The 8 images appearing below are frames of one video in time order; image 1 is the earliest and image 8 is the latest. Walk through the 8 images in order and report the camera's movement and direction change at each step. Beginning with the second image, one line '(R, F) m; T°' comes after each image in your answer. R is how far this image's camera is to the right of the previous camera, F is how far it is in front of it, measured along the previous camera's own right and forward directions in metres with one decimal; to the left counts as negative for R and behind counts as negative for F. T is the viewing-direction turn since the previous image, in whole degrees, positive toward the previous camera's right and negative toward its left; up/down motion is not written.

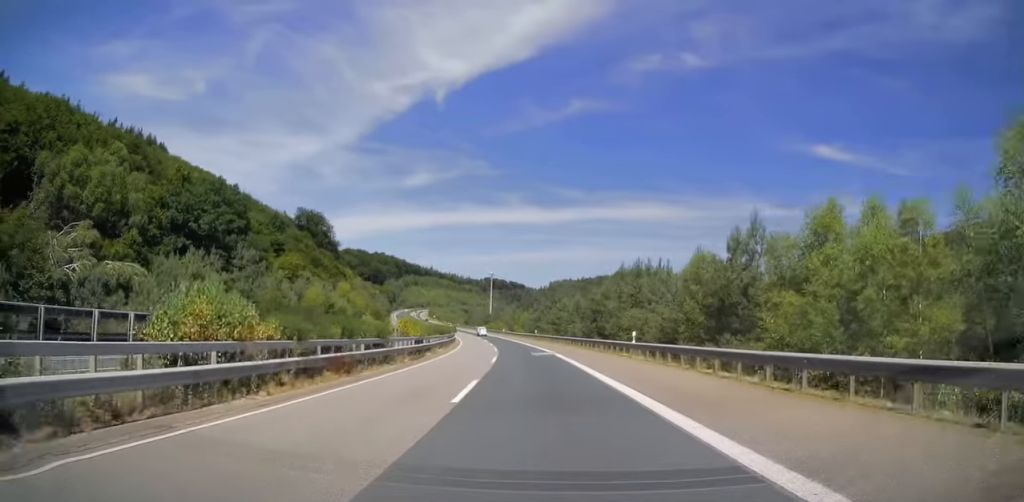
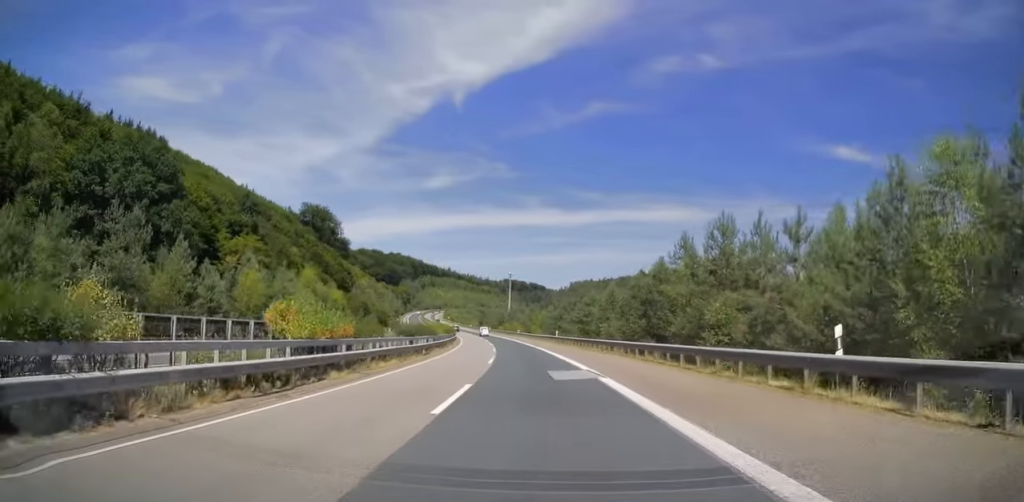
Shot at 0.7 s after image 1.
(-0.3, +20.2) m; -2°
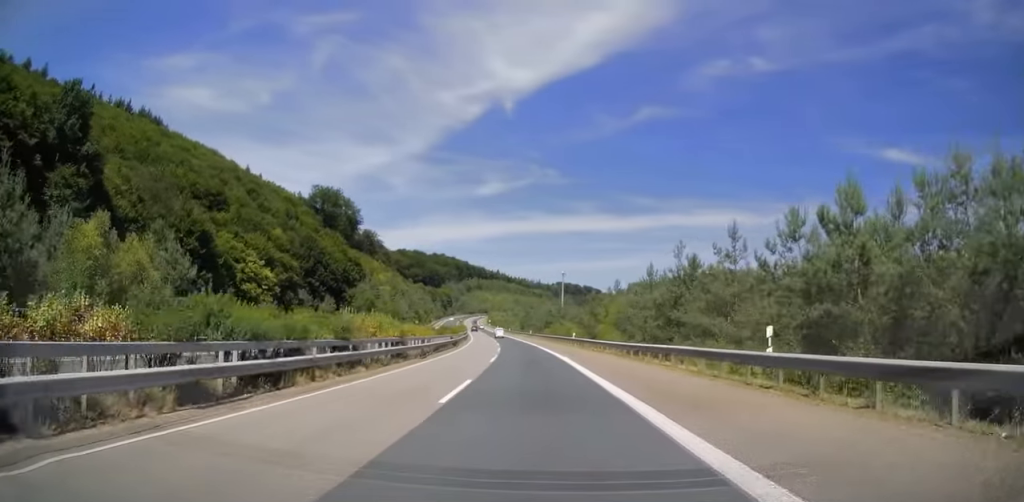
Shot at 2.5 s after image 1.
(-2.2, +53.1) m; -5°
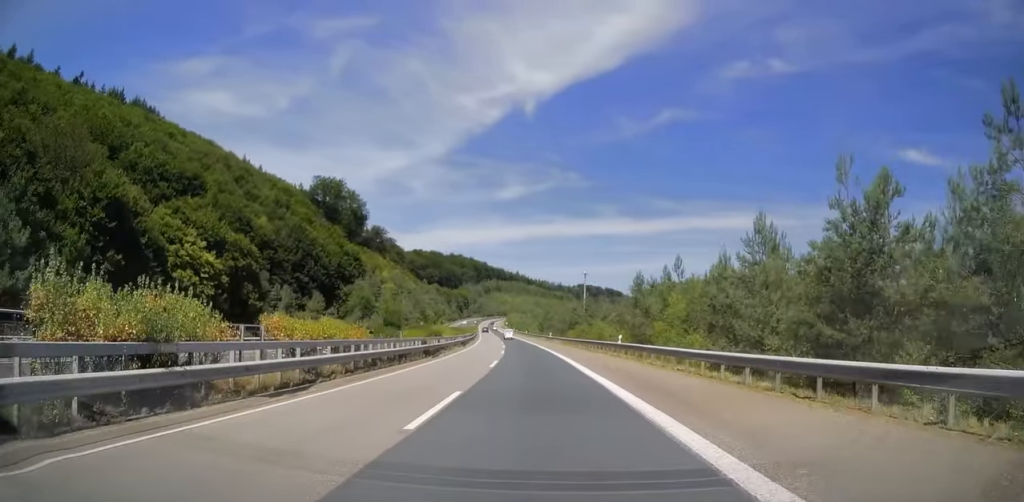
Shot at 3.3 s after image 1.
(-0.6, +22.1) m; -2°
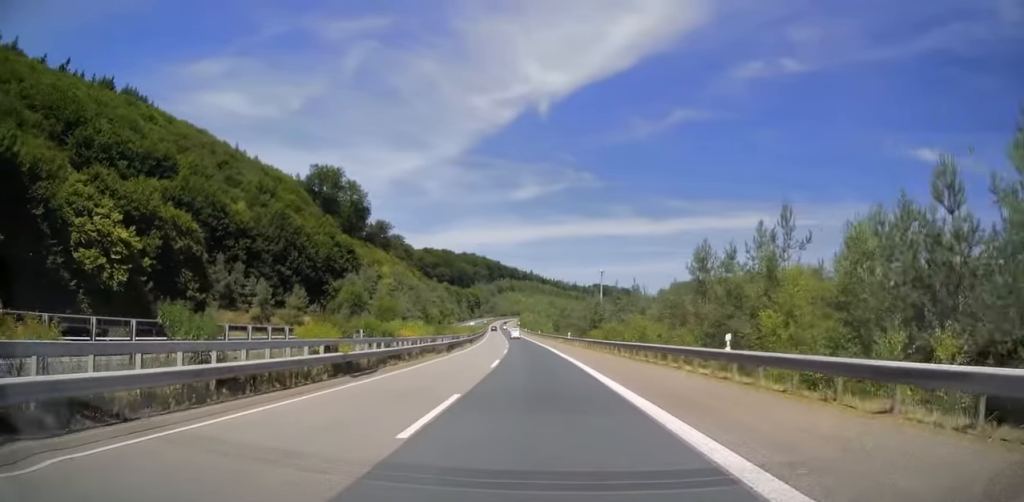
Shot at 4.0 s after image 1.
(-0.3, +18.7) m; -2°
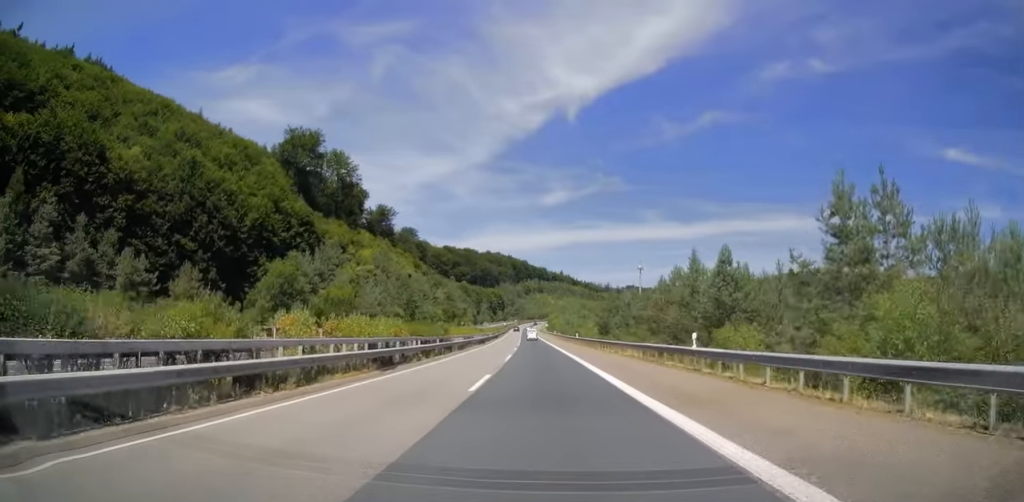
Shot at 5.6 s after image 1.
(-1.5, +48.3) m; -3°
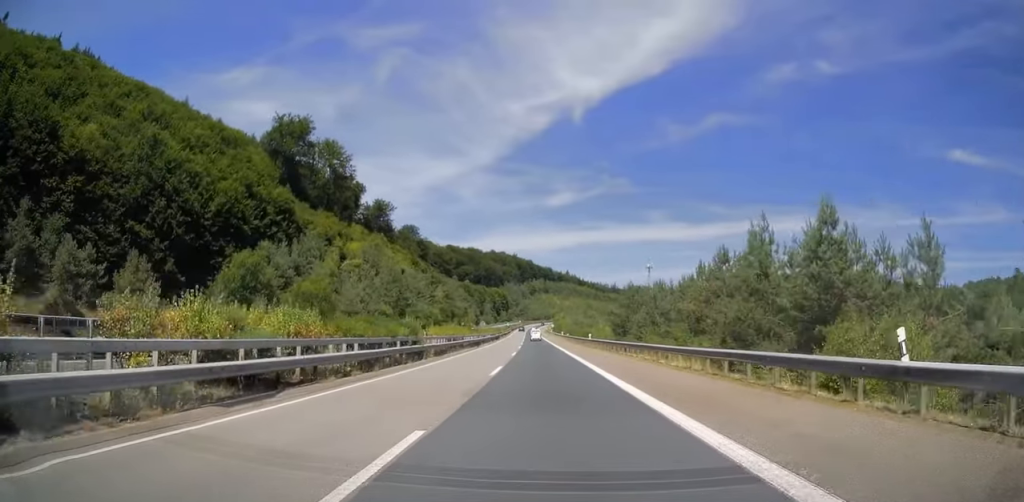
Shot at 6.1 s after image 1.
(-0.1, +12.4) m; -1°
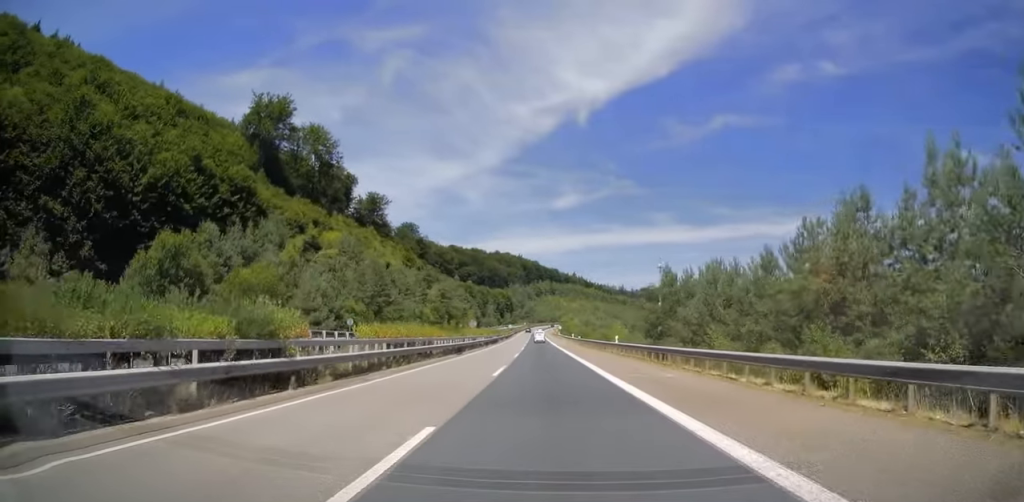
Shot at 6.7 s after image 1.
(-0.1, +17.7) m; -1°
